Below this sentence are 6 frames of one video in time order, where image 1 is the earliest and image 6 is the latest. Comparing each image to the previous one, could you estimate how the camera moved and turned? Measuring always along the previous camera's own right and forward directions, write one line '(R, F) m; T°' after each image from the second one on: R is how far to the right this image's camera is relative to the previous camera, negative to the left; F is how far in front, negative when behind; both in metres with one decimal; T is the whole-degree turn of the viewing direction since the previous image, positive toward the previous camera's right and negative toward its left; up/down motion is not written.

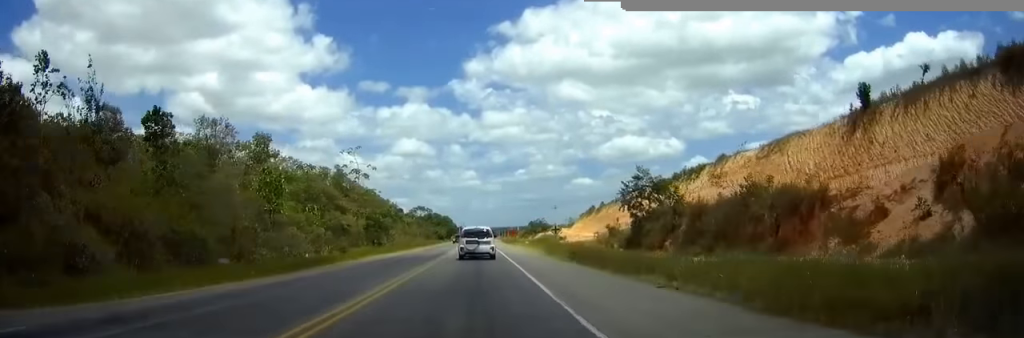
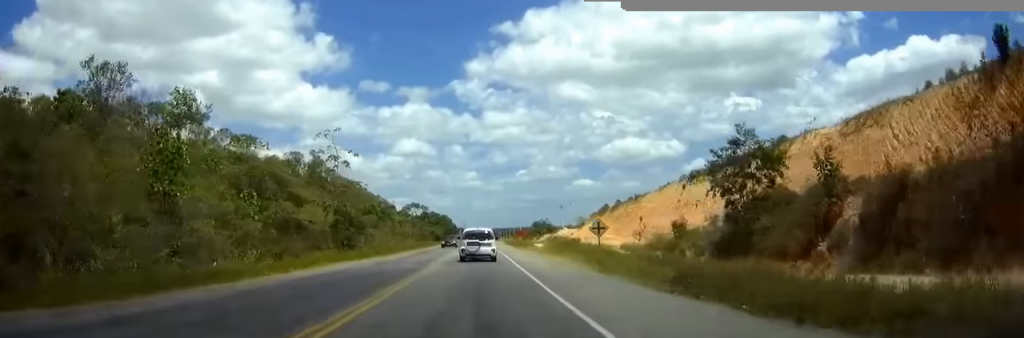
(0.0, +16.8) m; 0°
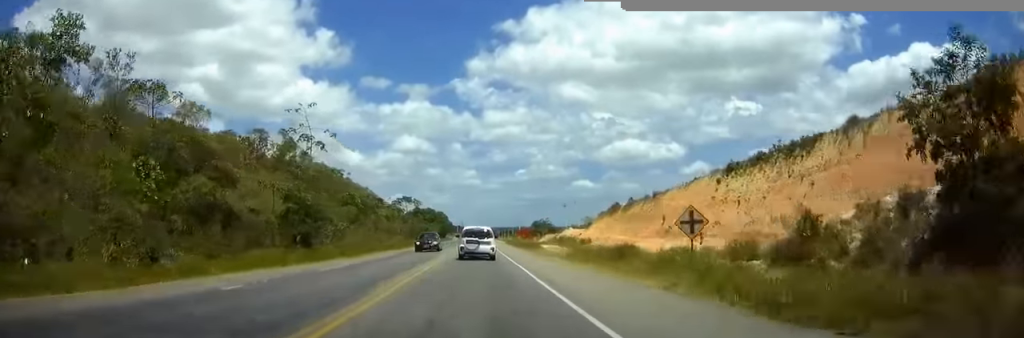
(+0.1, +14.9) m; 0°
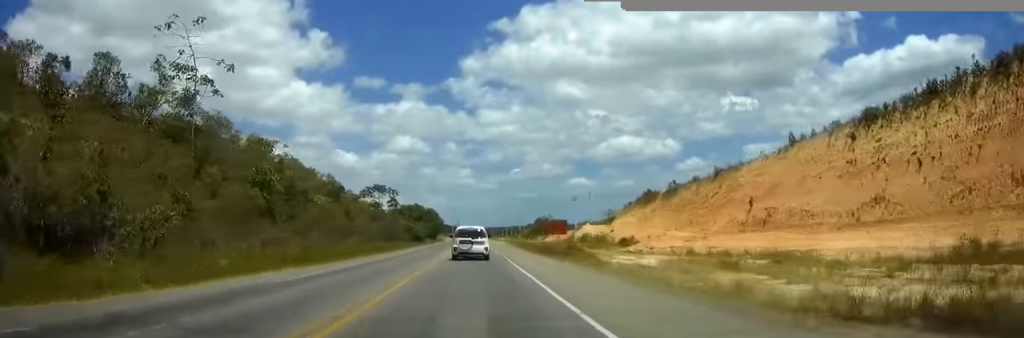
(0.0, +33.9) m; 0°
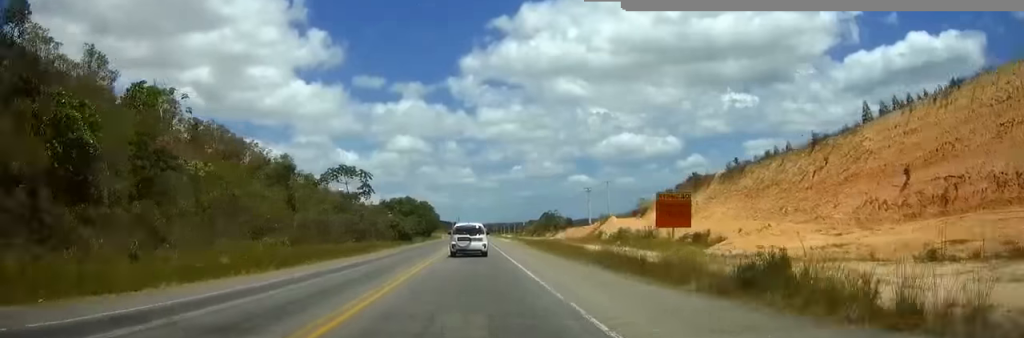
(0.0, +25.1) m; 0°
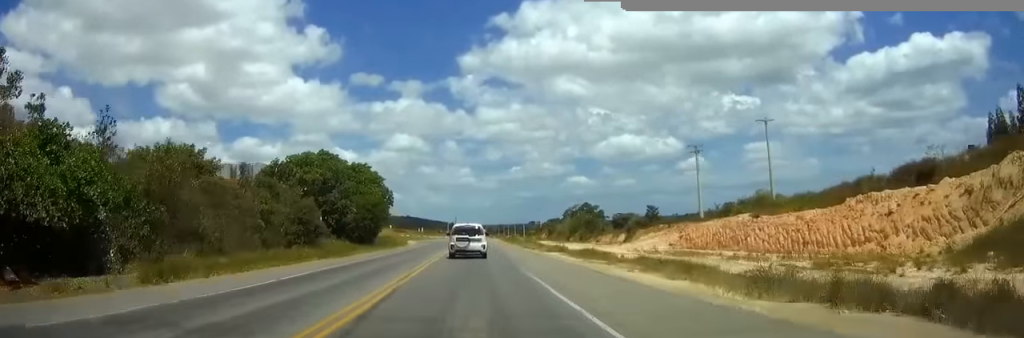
(0.0, +95.4) m; 0°
